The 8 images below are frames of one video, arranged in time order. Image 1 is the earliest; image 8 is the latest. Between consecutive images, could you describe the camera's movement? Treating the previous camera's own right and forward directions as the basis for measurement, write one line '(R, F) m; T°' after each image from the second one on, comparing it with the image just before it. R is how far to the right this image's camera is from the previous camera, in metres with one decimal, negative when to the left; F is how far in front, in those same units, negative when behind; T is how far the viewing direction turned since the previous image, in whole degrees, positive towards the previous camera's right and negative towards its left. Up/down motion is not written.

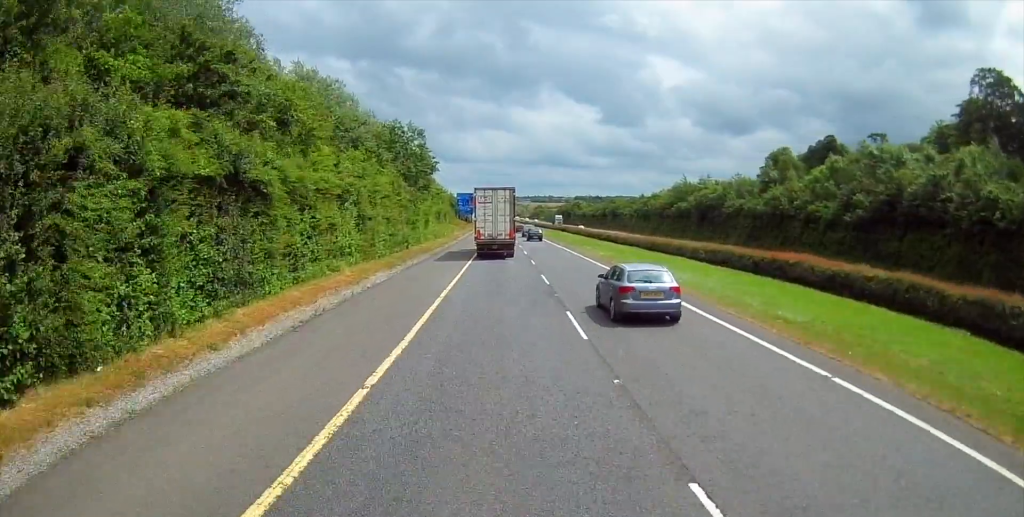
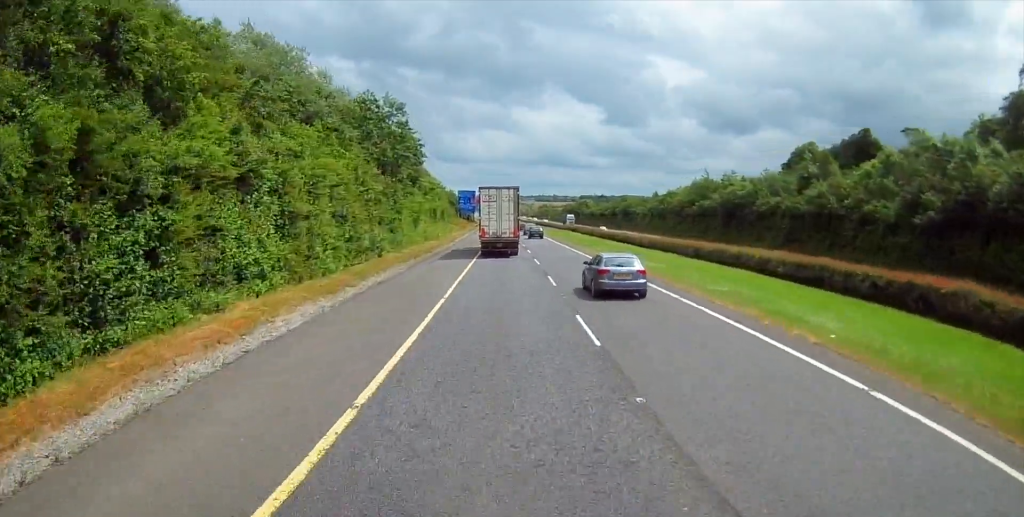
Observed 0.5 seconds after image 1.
(-0.2, +13.1) m; 0°
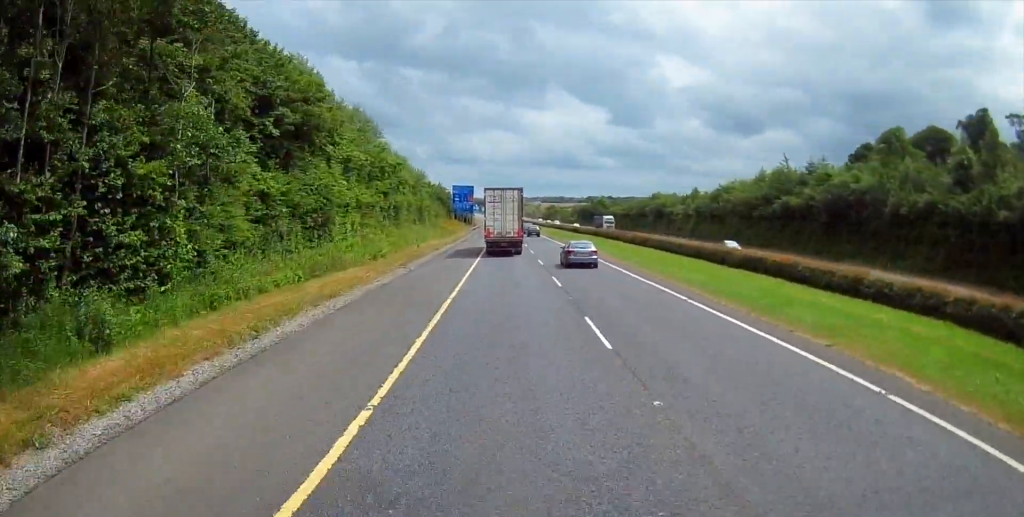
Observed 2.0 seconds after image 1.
(-0.1, +36.6) m; 0°
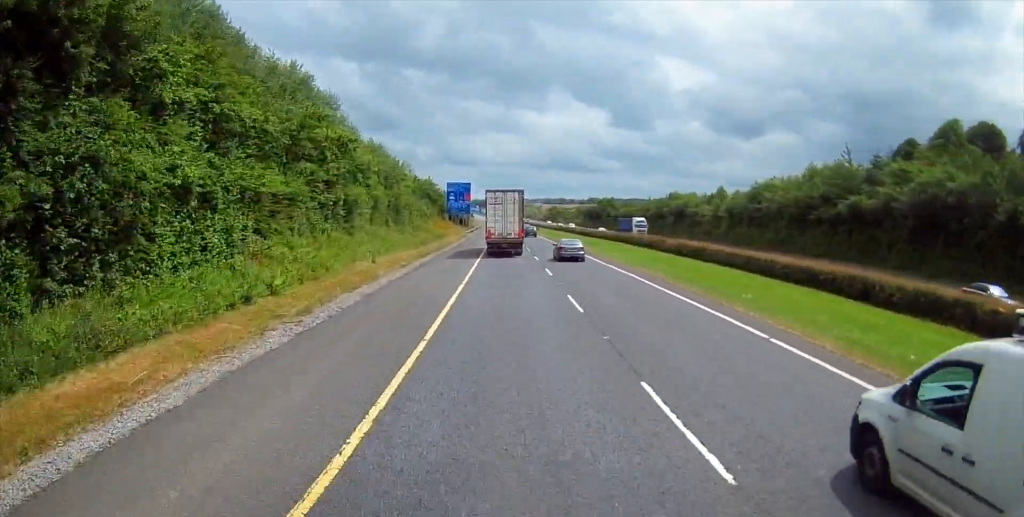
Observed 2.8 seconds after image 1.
(0.0, +18.6) m; 0°
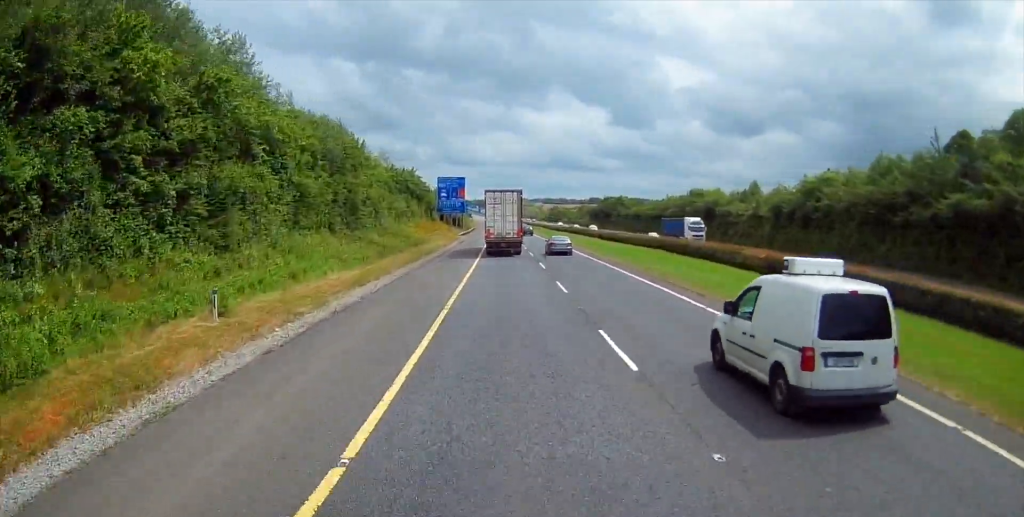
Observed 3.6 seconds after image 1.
(+0.3, +19.4) m; 0°
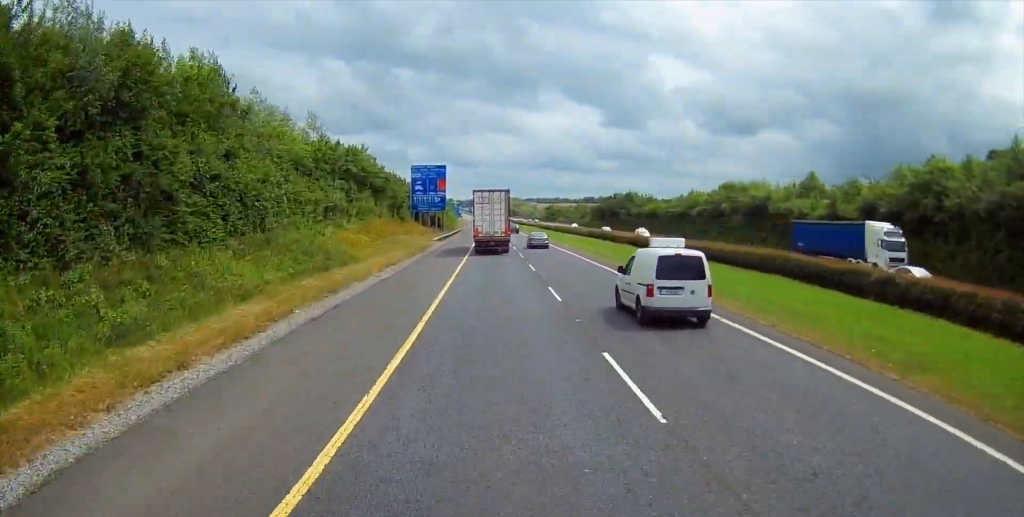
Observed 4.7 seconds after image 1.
(-0.4, +26.5) m; 0°
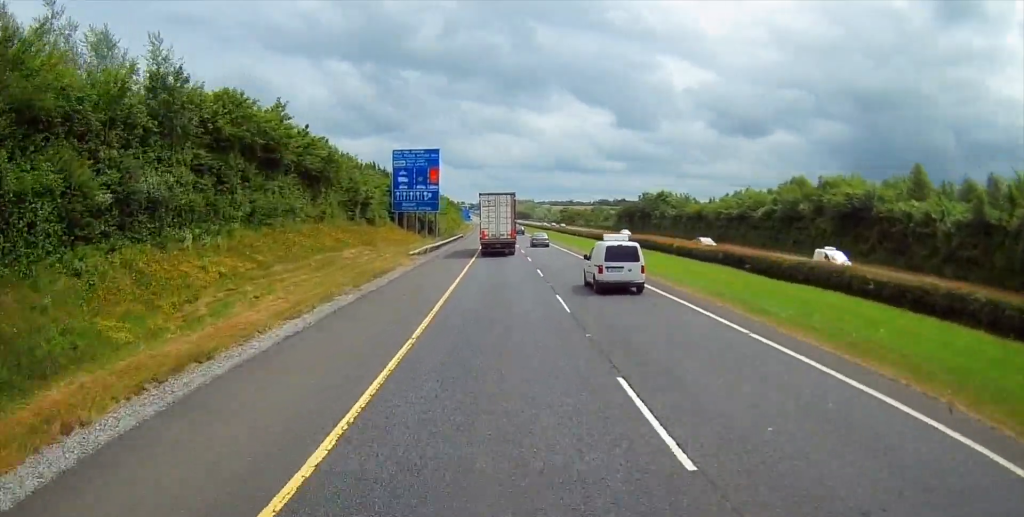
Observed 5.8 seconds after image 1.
(+0.4, +25.7) m; 0°
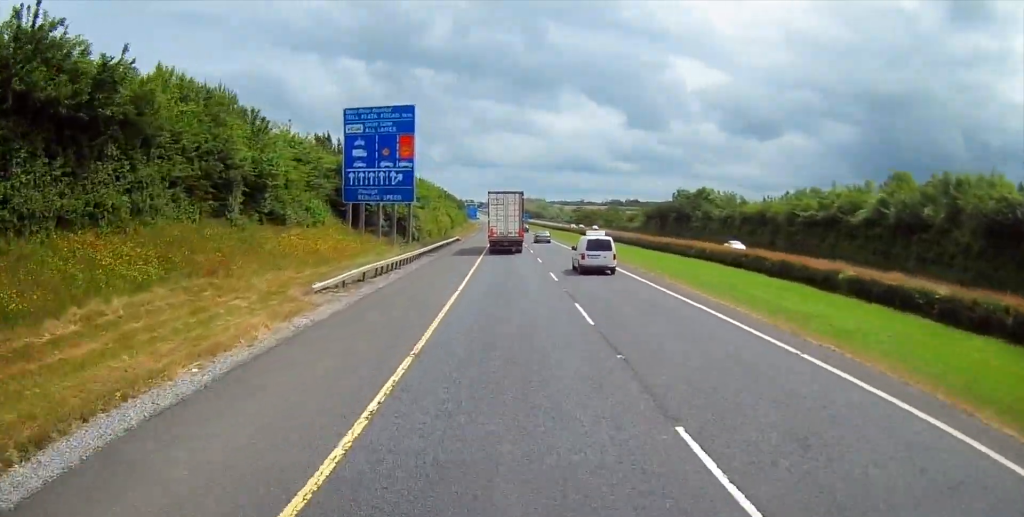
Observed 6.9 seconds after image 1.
(-0.1, +26.5) m; 0°
